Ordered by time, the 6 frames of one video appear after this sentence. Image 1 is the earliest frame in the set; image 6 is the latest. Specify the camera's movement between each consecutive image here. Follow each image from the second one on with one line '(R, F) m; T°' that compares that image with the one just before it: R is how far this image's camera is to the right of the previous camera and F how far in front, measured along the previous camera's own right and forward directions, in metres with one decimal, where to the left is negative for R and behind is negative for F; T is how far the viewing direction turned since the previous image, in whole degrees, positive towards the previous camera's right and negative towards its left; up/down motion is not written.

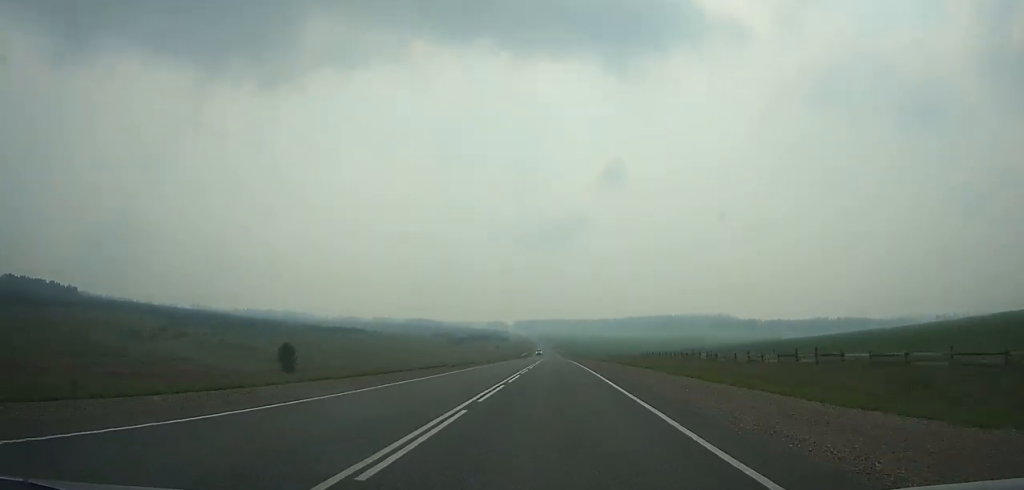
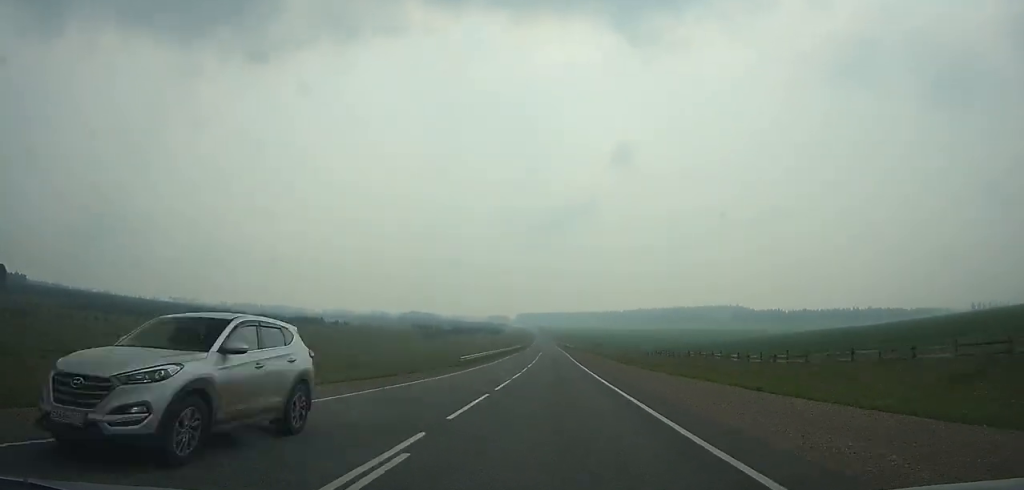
(-0.5, +98.8) m; -1°
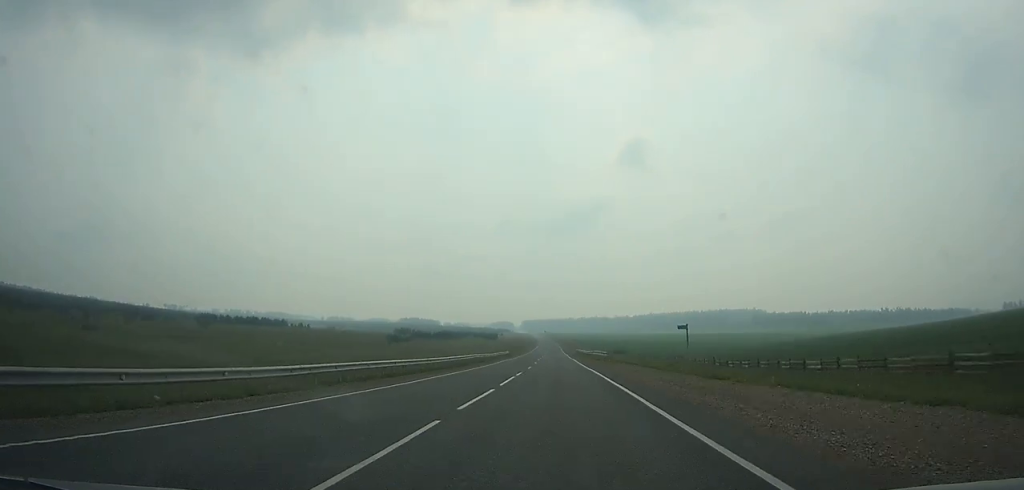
(-0.6, +71.0) m; 0°
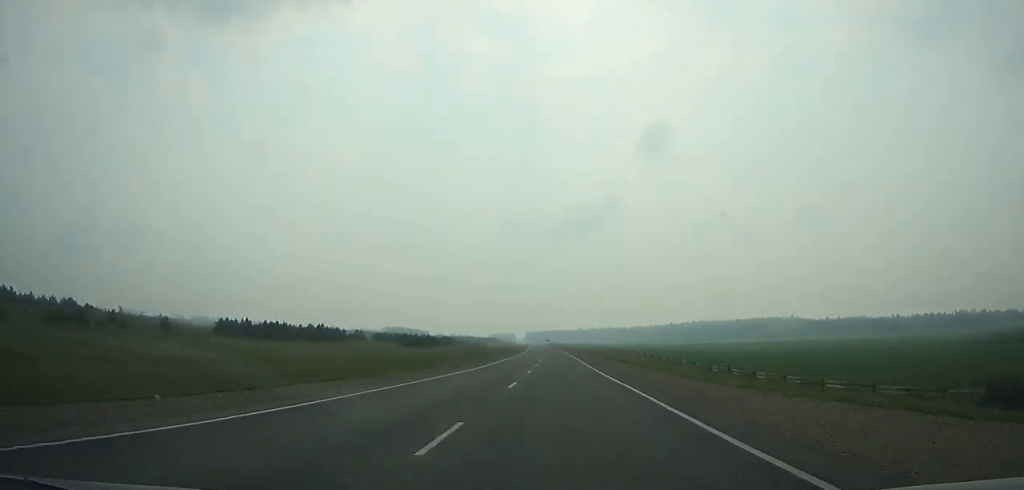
(-0.3, +182.5) m; -1°
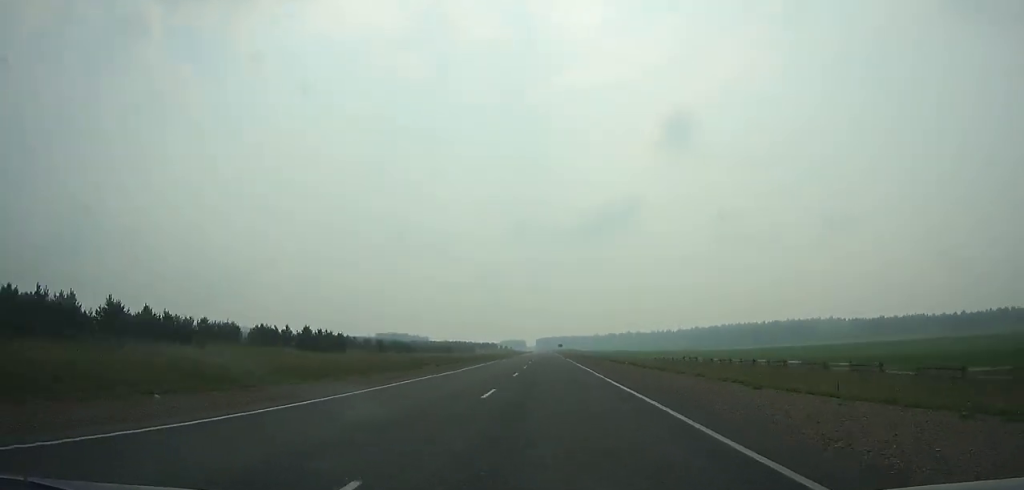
(-0.7, +110.7) m; -1°
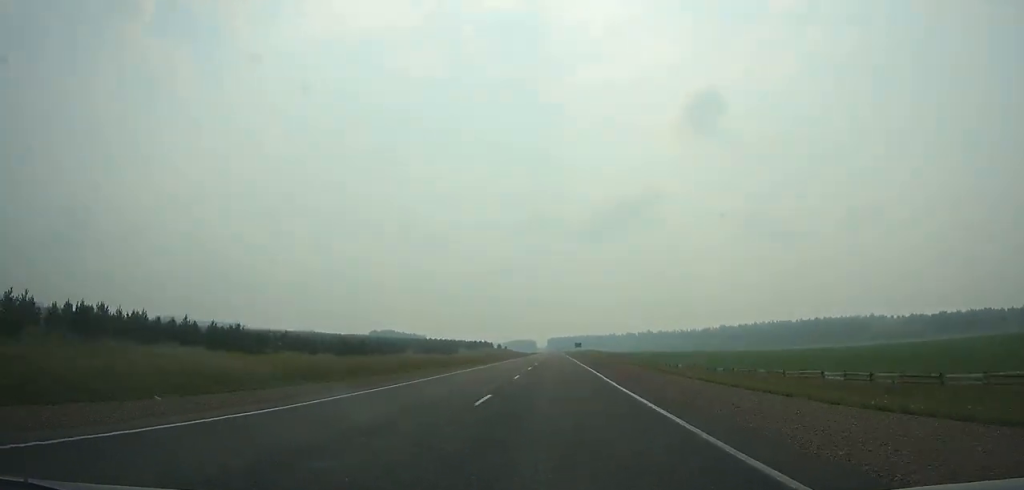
(-1.2, +90.9) m; -1°
